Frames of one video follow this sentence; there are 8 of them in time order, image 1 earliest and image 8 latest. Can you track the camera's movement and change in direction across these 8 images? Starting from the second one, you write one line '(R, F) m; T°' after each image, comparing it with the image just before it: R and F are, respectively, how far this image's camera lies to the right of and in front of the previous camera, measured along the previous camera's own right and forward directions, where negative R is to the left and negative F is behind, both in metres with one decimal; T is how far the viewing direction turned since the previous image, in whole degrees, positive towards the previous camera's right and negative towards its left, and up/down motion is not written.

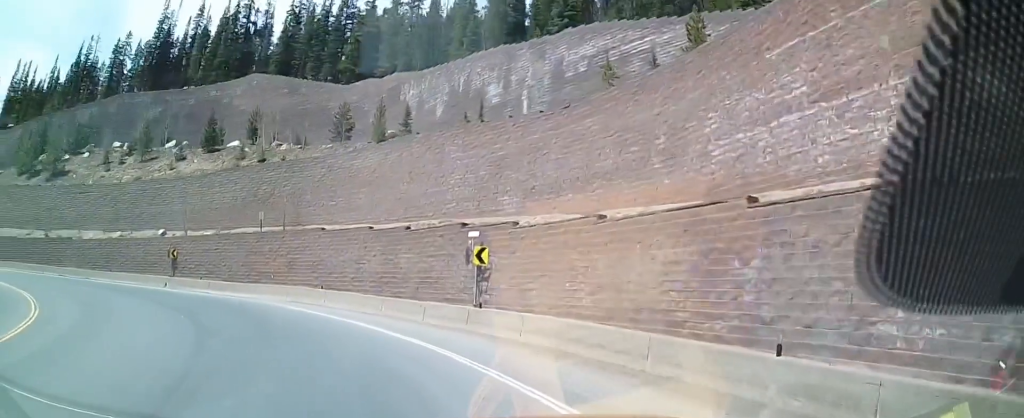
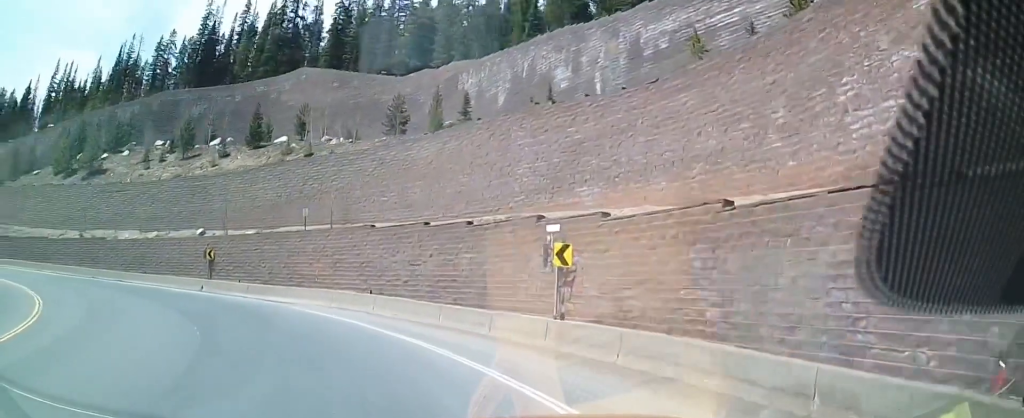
(-0.7, +3.8) m; -6°
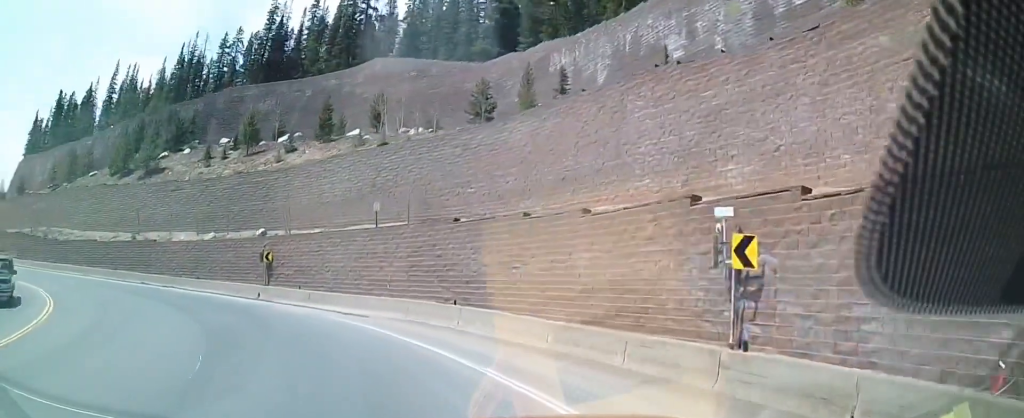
(-0.5, +5.6) m; -7°
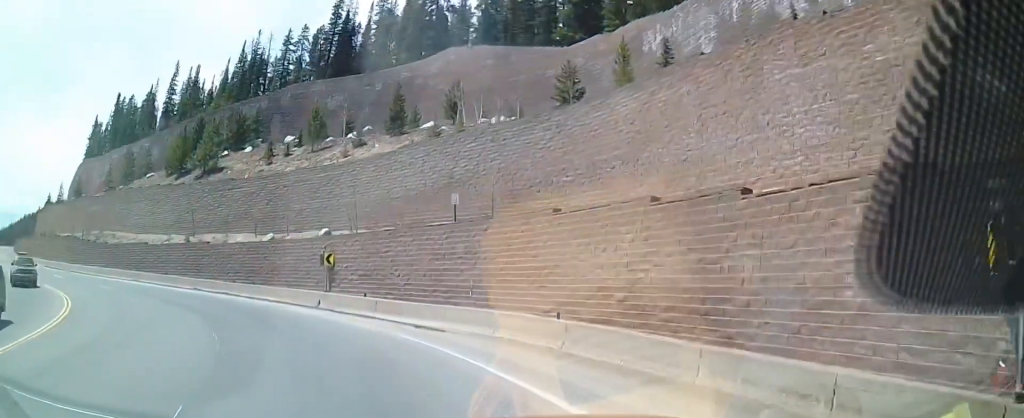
(0.0, +5.1) m; -2°
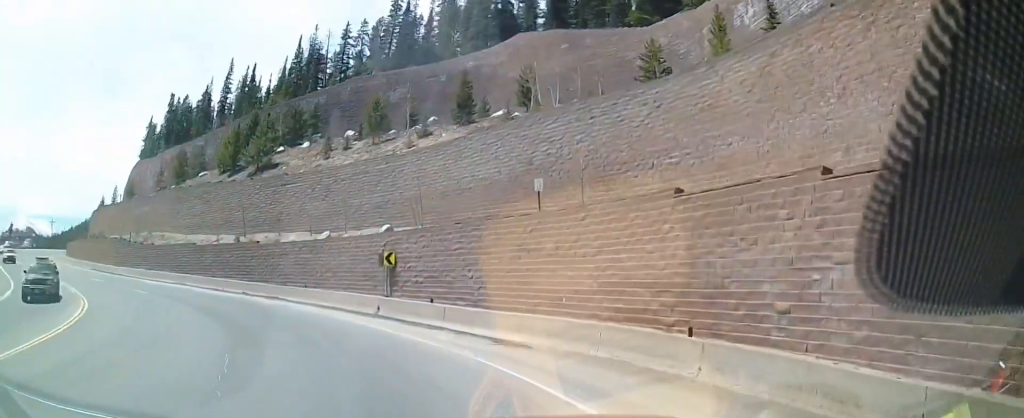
(-0.1, +4.6) m; -5°
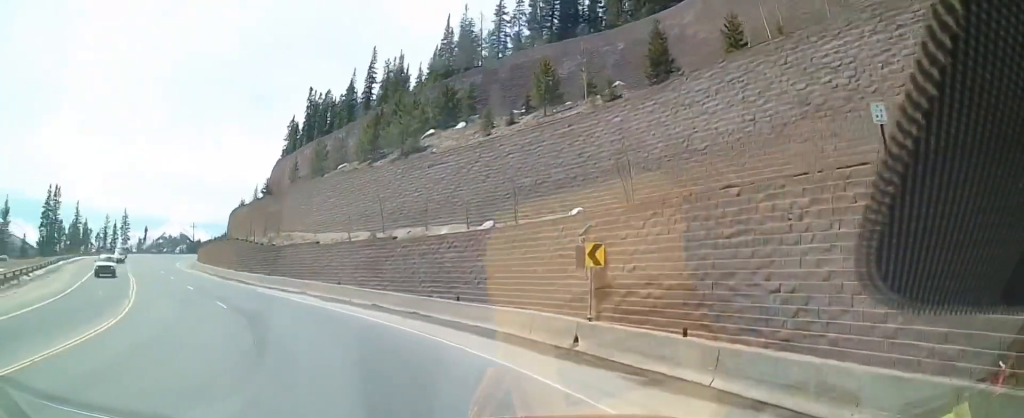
(-1.8, +11.2) m; -17°
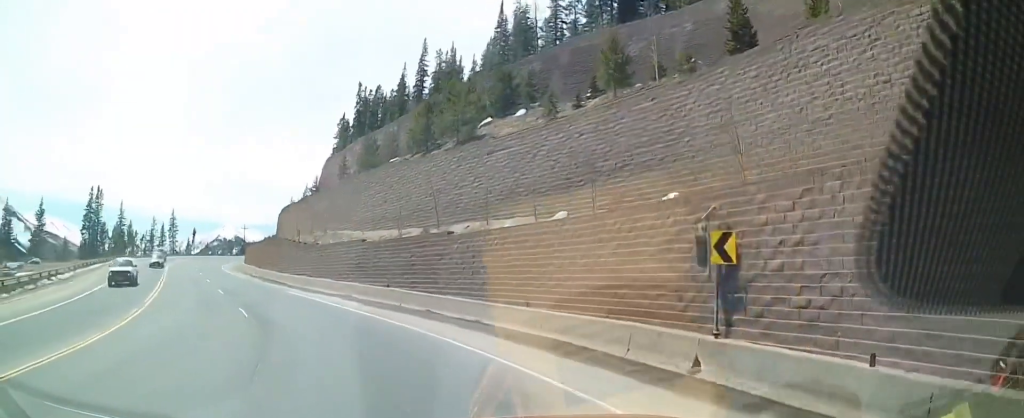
(-0.3, +4.6) m; -5°
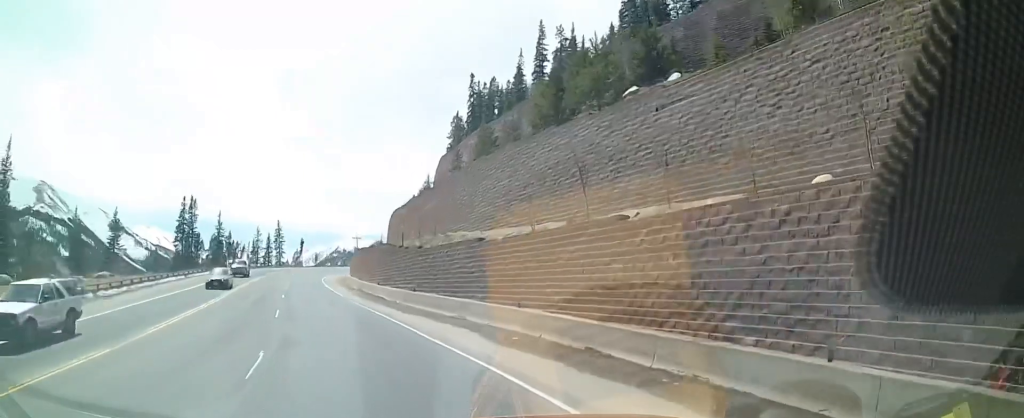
(-0.3, +11.4) m; -4°
